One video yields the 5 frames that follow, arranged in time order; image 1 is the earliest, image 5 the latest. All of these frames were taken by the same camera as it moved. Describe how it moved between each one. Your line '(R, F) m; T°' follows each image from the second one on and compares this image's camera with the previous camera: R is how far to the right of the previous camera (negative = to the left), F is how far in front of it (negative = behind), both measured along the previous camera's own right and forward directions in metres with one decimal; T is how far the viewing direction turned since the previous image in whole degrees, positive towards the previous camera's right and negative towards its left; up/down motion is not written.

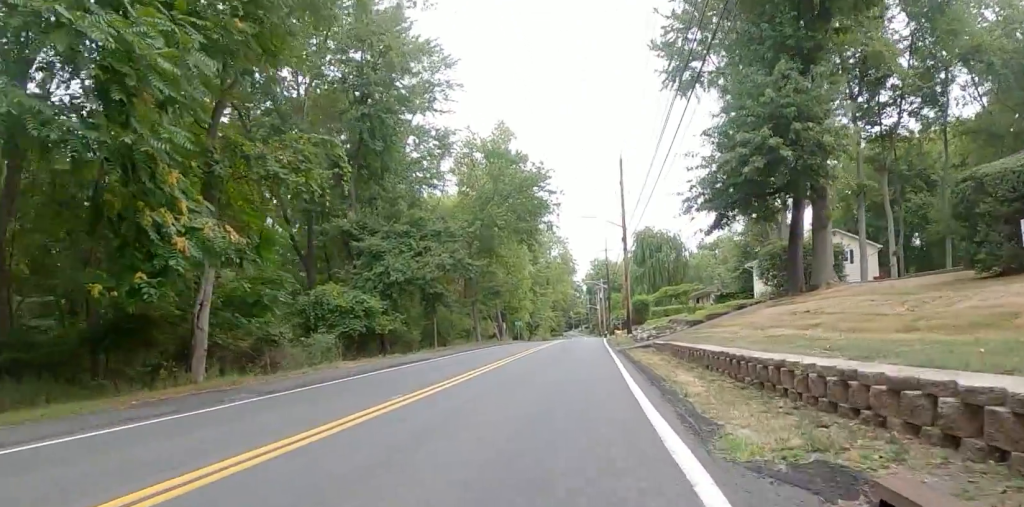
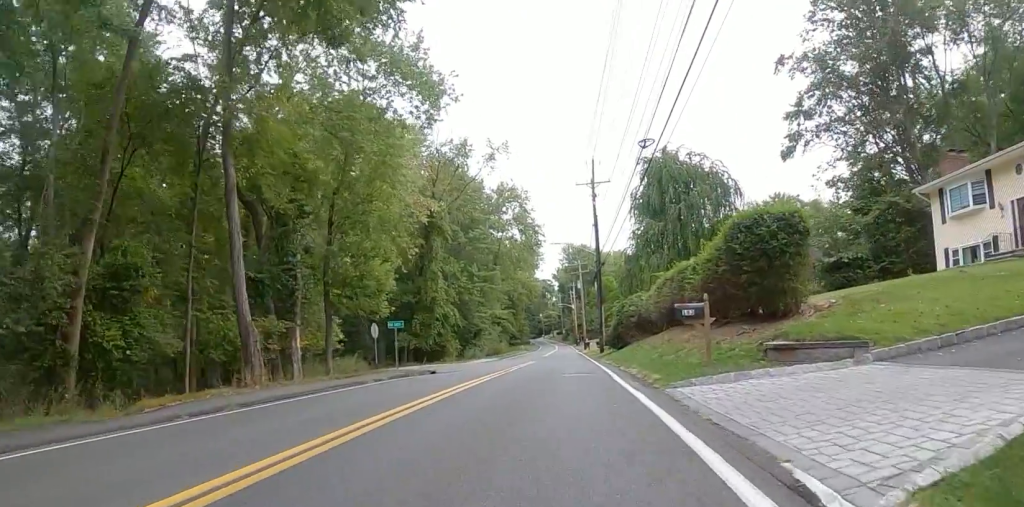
(+1.7, +39.9) m; +5°
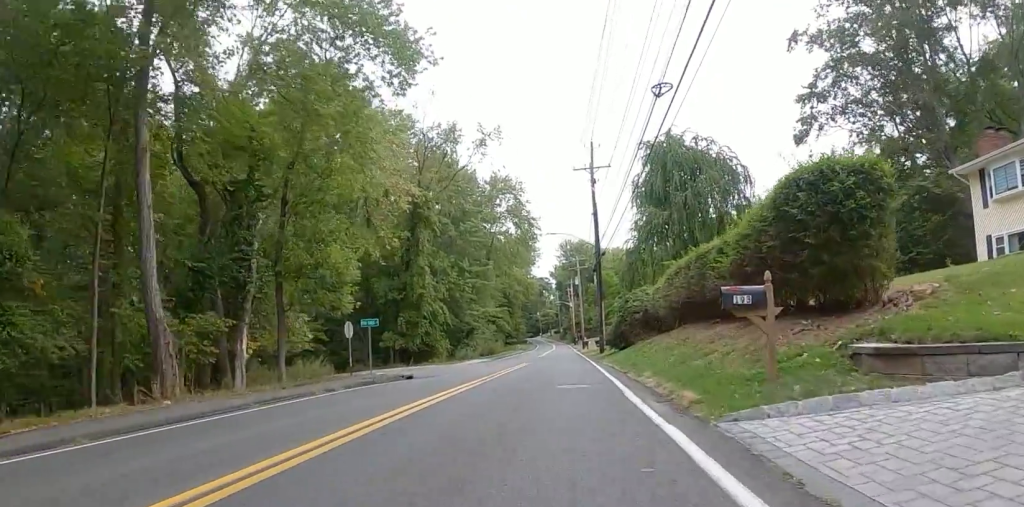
(0.0, +3.6) m; 0°
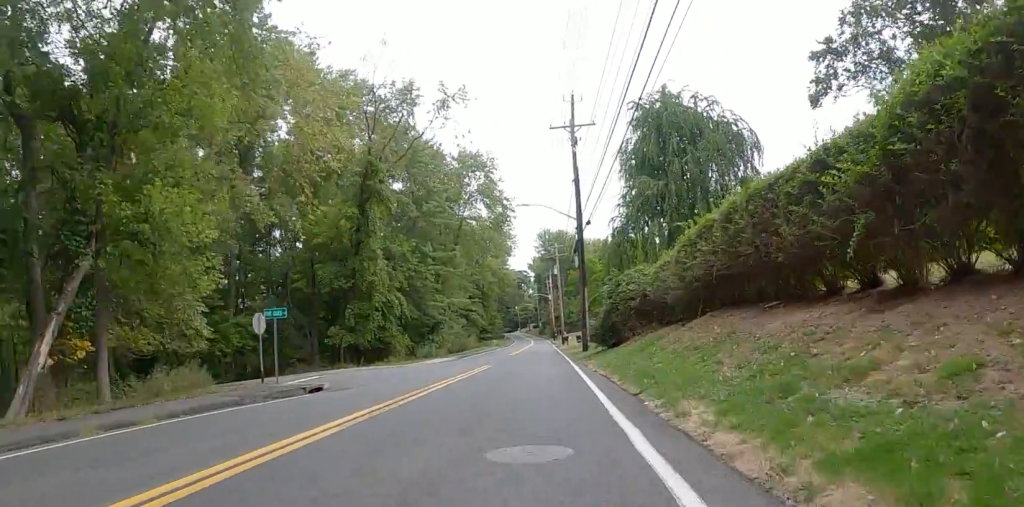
(0.0, +7.1) m; +1°
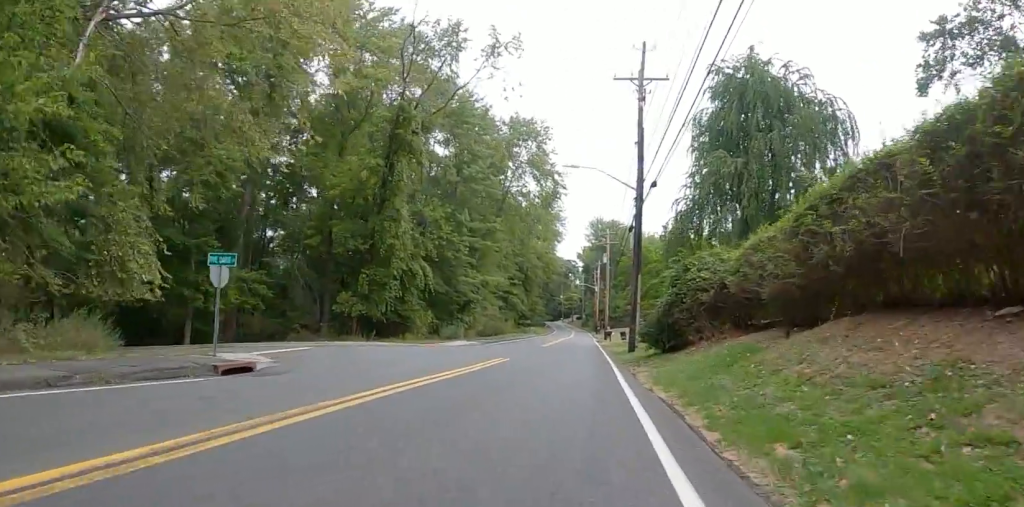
(+0.1, +5.6) m; +1°
